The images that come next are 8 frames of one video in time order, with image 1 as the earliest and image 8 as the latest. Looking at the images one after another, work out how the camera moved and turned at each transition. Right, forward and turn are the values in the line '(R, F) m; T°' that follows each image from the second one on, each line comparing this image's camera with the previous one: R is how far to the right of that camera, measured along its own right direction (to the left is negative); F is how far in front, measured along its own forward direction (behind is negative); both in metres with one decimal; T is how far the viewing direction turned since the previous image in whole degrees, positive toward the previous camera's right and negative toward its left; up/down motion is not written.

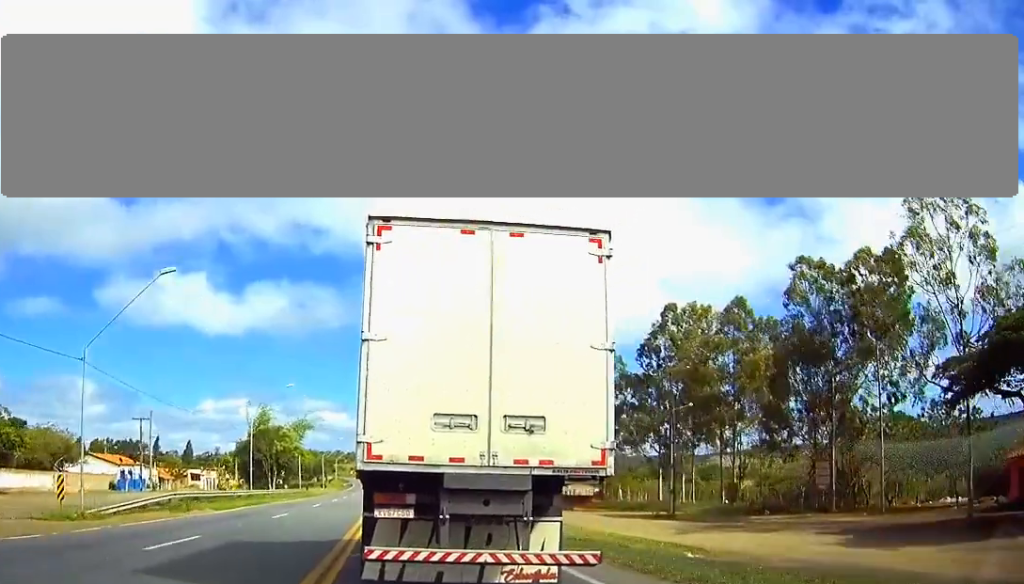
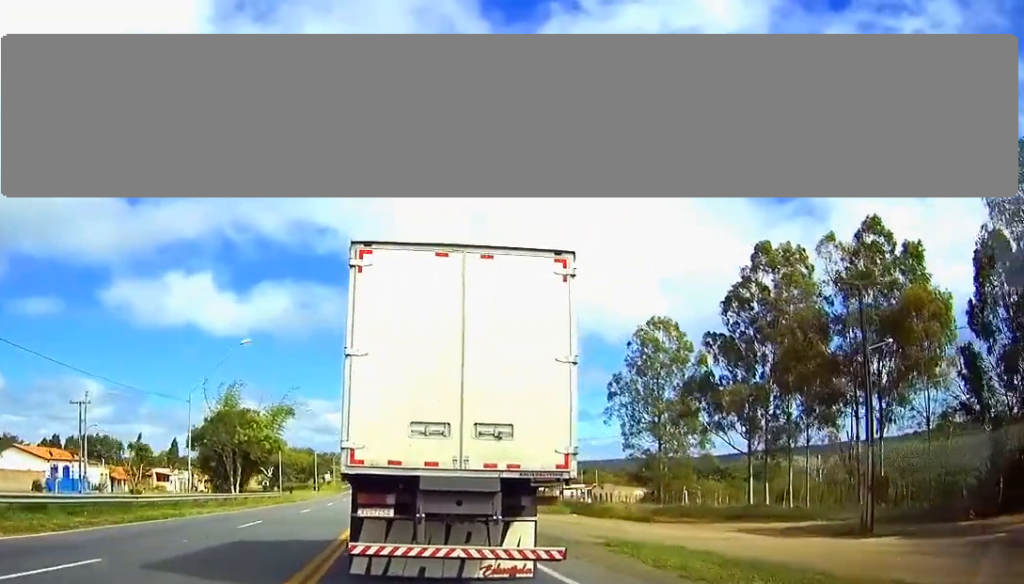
(+0.1, +22.6) m; 0°
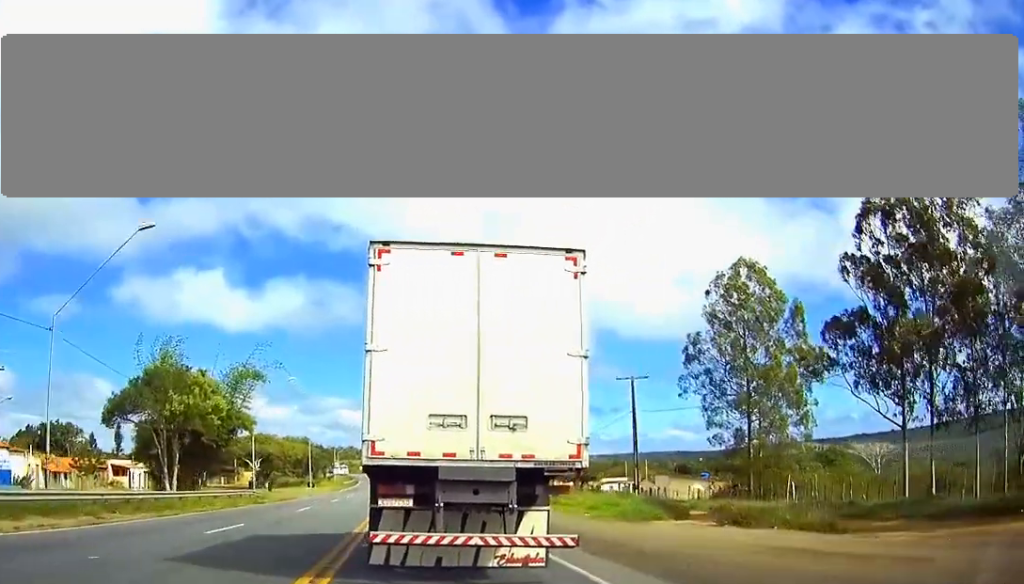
(-0.2, +21.6) m; -1°
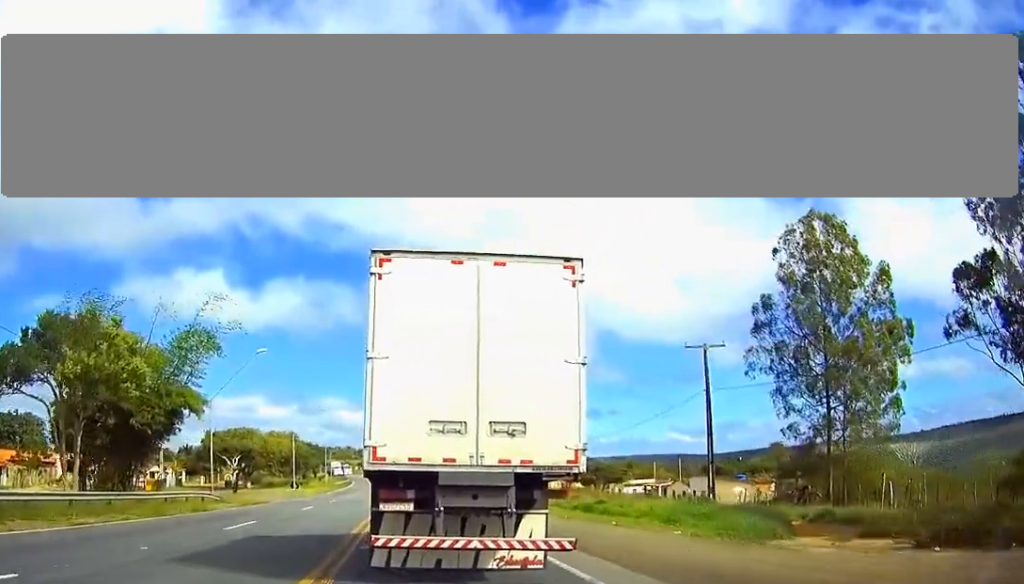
(0.0, +14.2) m; 0°
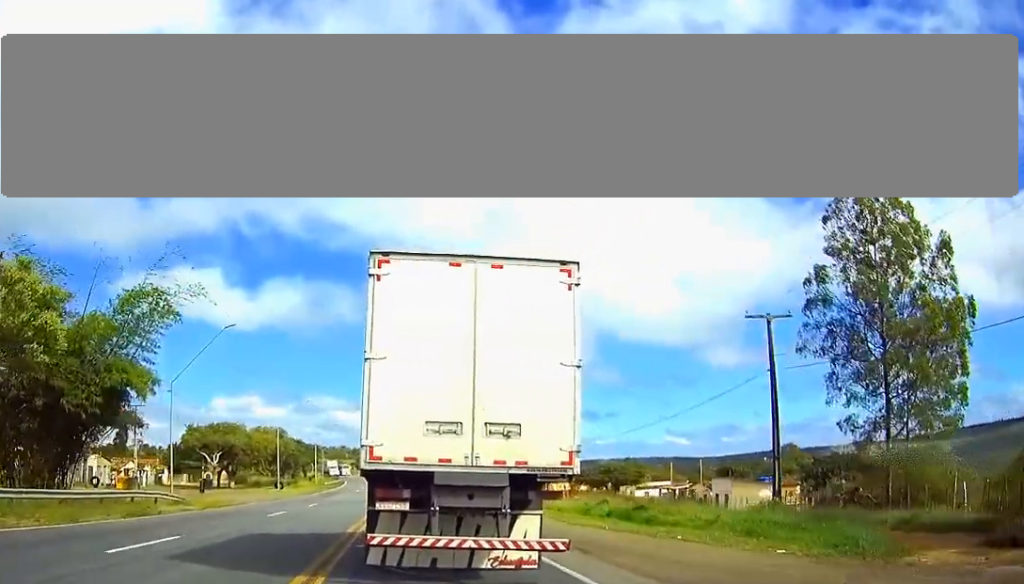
(0.0, +8.4) m; 0°
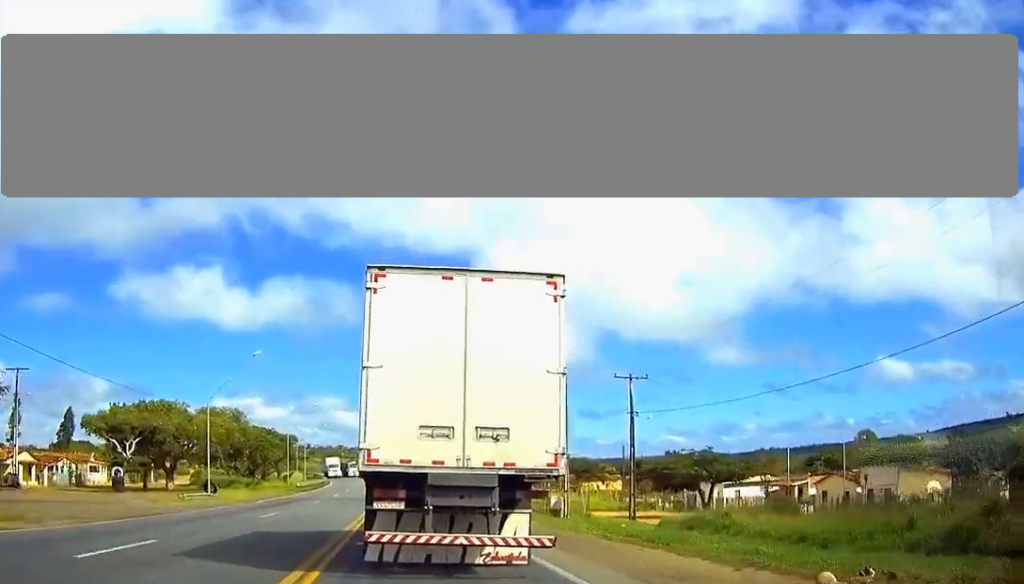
(+0.2, +30.4) m; +1°
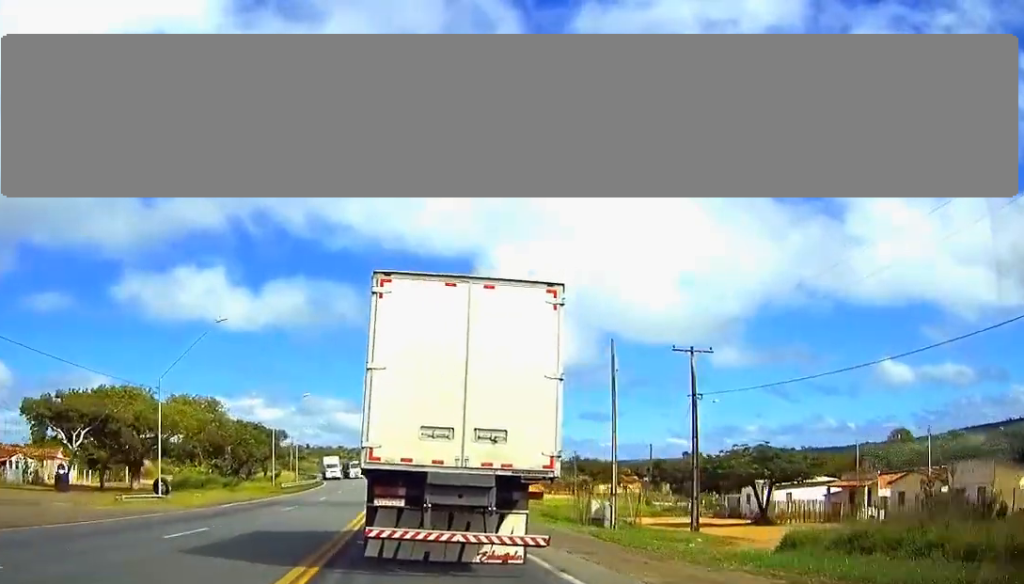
(0.0, +11.2) m; 0°
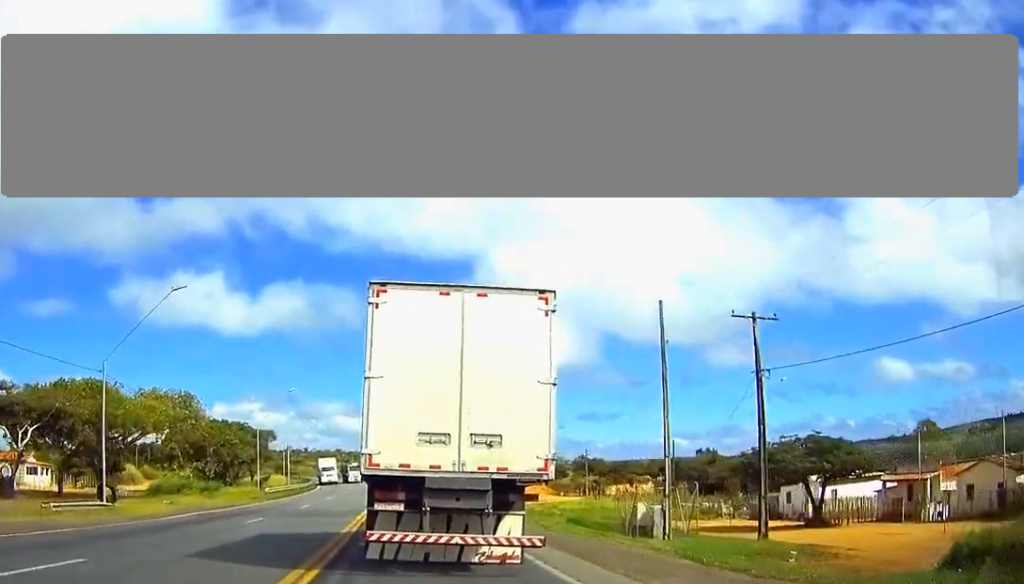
(0.0, +8.1) m; 0°
